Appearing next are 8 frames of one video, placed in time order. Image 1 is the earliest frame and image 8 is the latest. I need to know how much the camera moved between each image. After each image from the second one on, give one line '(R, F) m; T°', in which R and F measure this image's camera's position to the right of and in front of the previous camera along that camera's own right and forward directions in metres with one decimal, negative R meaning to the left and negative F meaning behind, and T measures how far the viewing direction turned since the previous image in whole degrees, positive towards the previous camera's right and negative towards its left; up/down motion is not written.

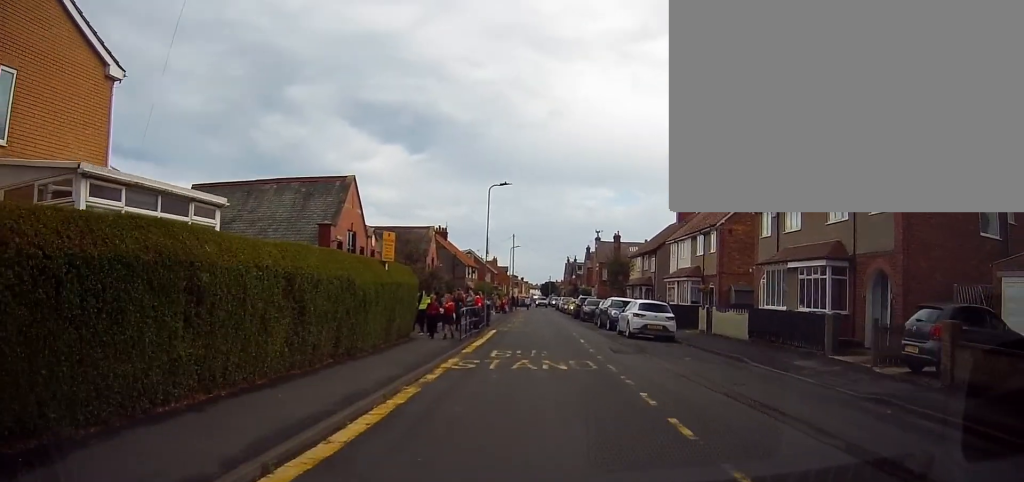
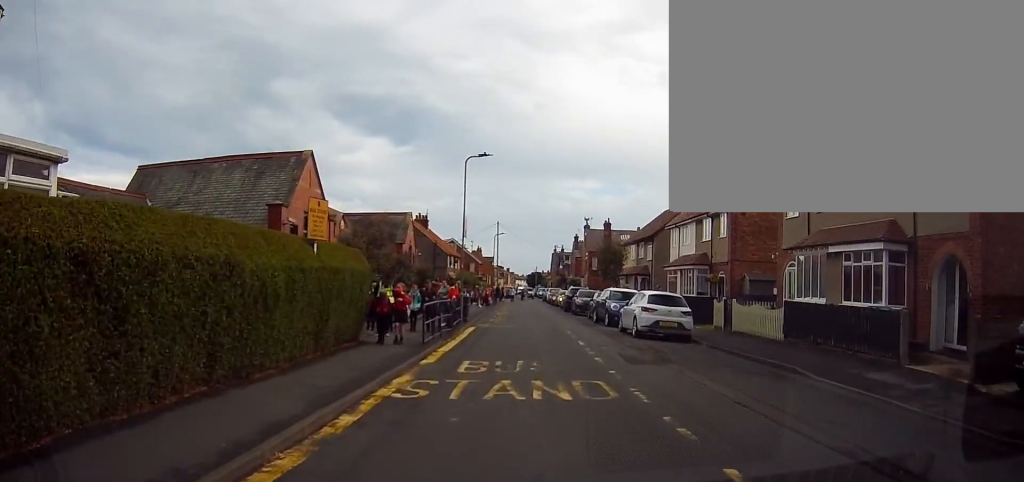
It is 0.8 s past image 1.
(+0.4, +4.4) m; 0°
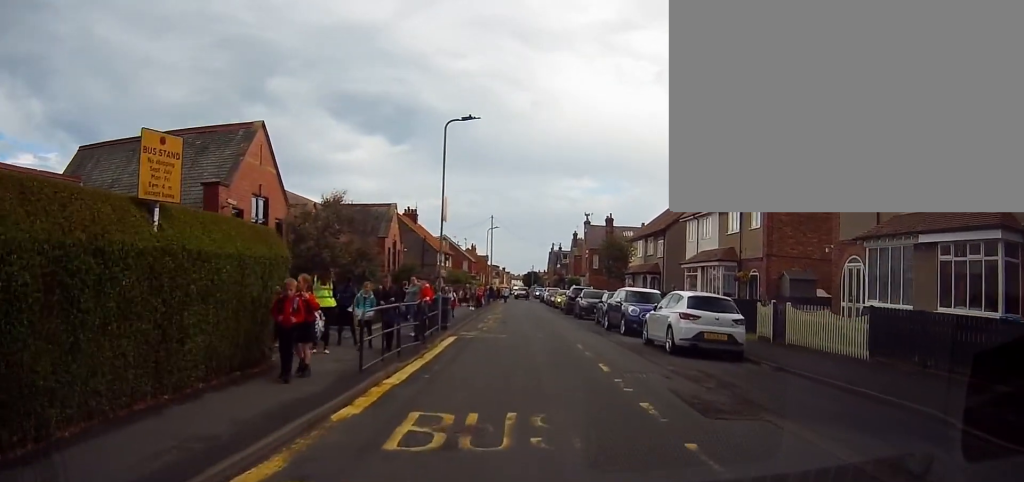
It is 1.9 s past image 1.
(-0.5, +5.2) m; +1°
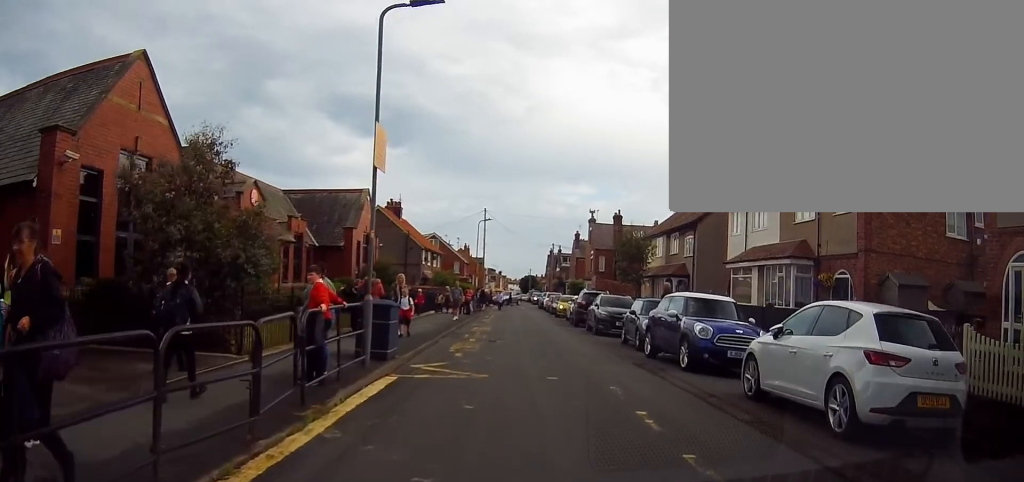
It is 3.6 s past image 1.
(+1.0, +8.4) m; +1°
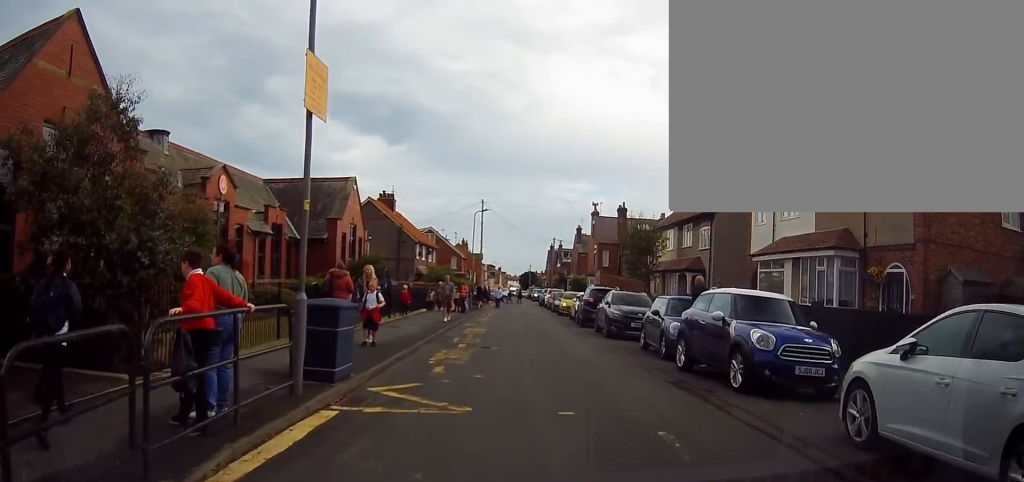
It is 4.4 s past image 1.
(-0.3, +3.3) m; -1°
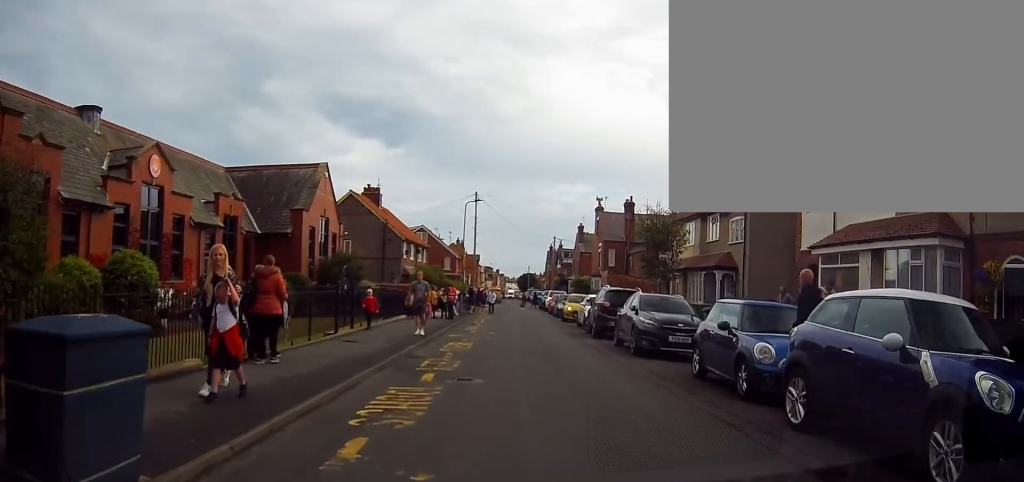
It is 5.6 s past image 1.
(+0.2, +5.3) m; +6°
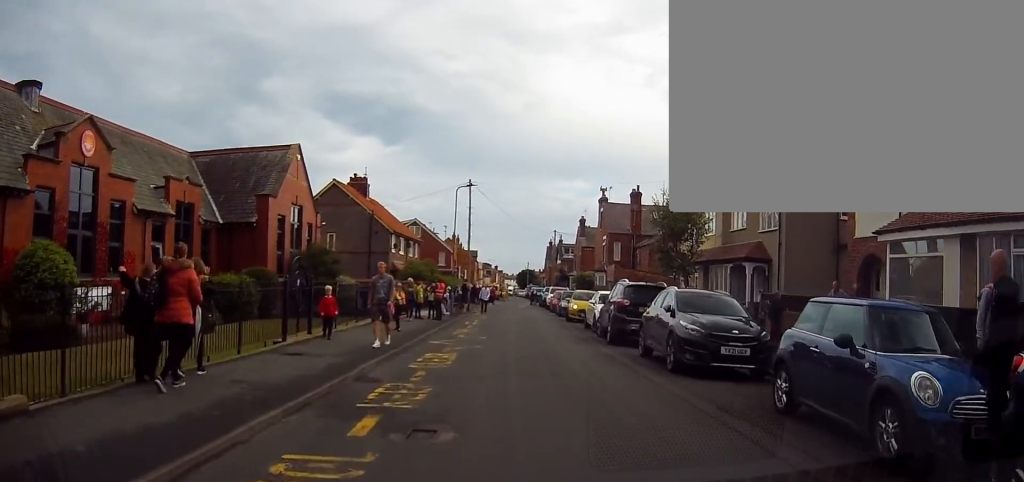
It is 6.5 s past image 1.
(+0.1, +3.8) m; +1°
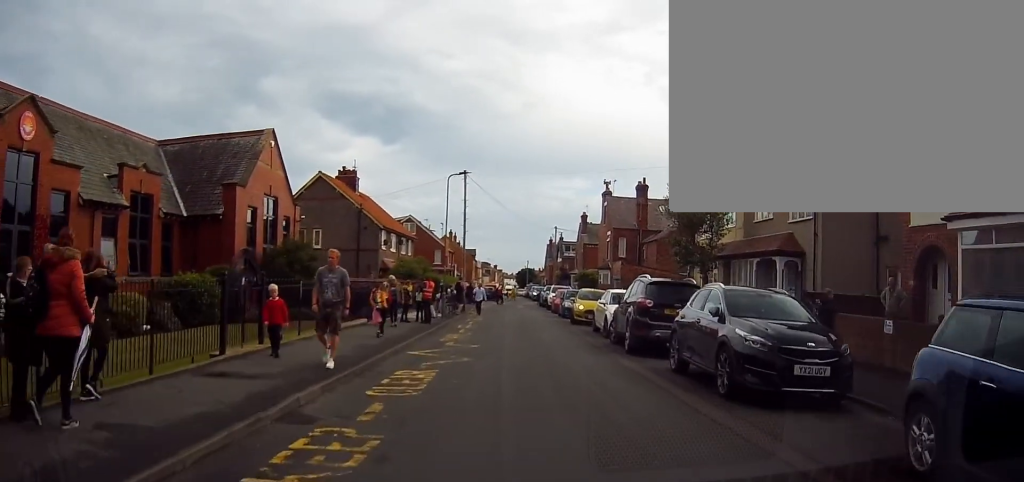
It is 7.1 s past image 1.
(0.0, +3.0) m; -2°
